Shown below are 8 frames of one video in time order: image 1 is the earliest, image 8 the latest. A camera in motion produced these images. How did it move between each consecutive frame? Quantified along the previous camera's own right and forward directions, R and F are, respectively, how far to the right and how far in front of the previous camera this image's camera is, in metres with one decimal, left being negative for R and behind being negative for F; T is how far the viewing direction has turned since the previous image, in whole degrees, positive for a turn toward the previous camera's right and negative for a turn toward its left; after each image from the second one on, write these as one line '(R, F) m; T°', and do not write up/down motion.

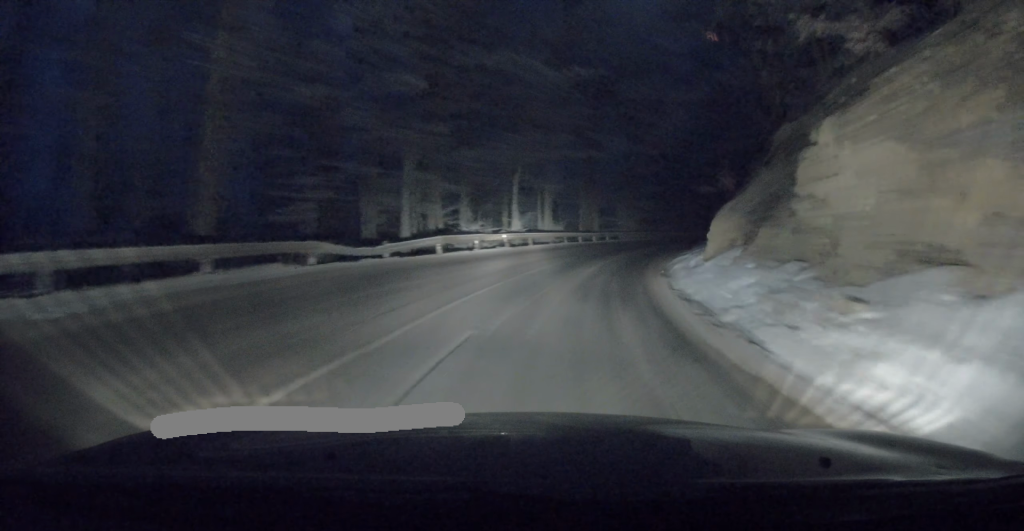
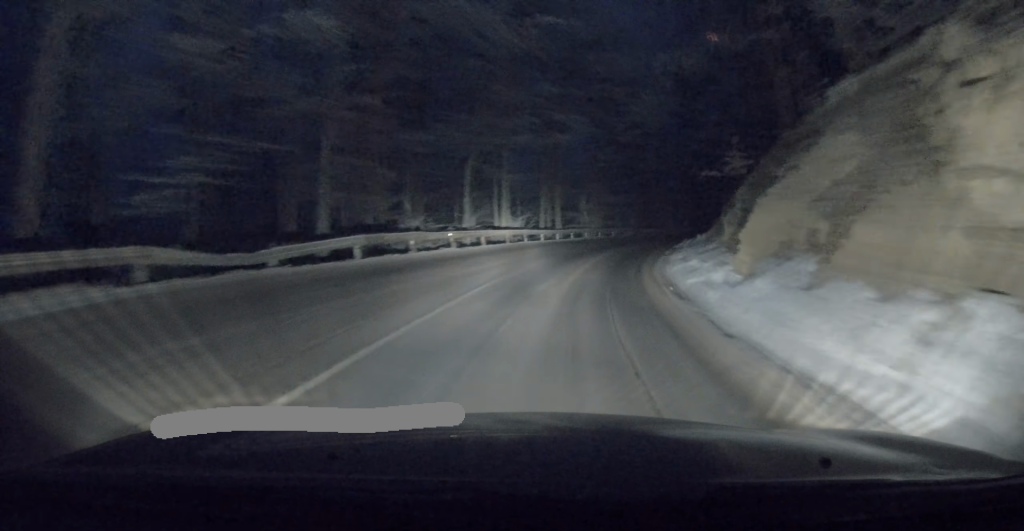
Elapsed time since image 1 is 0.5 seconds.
(+0.2, +5.5) m; +3°
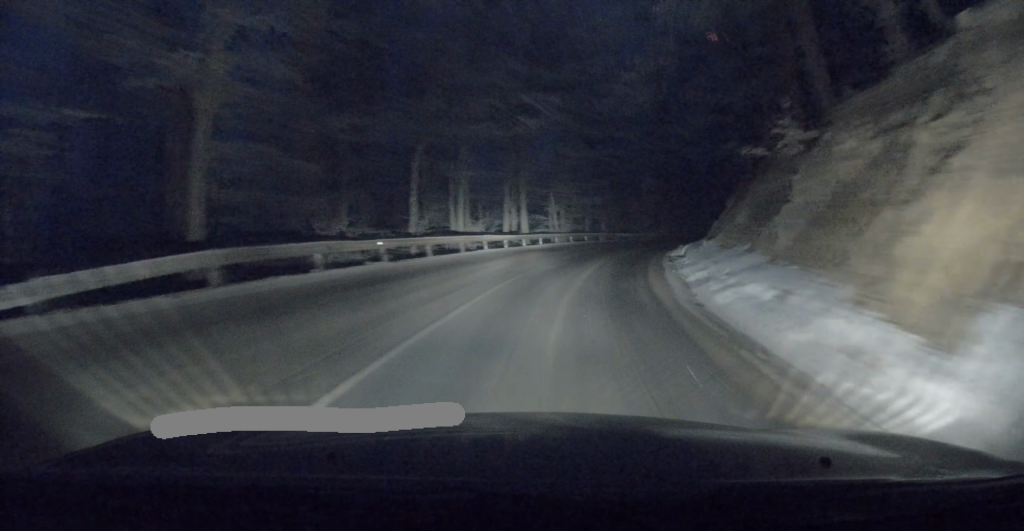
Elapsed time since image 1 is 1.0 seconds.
(+0.1, +6.0) m; +3°
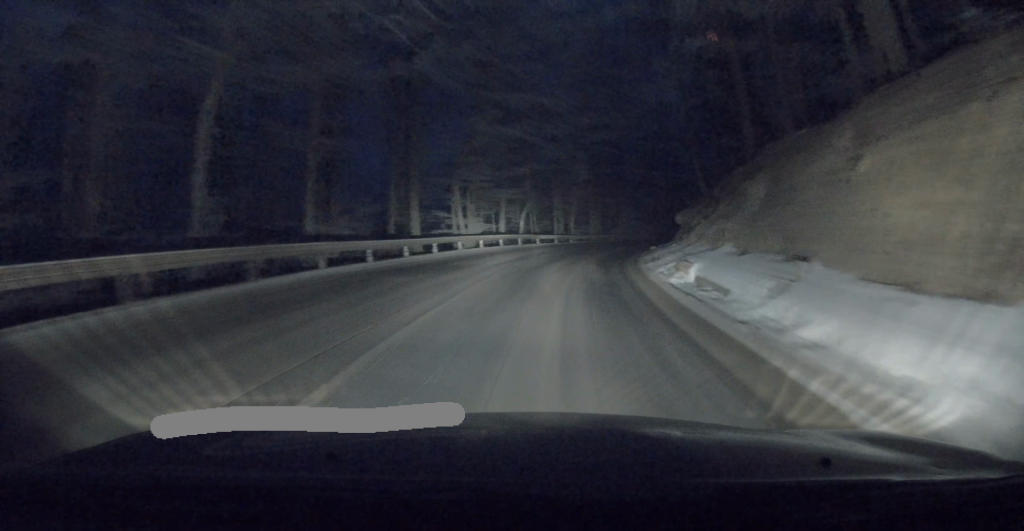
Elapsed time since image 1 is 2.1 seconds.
(+0.8, +12.7) m; +6°
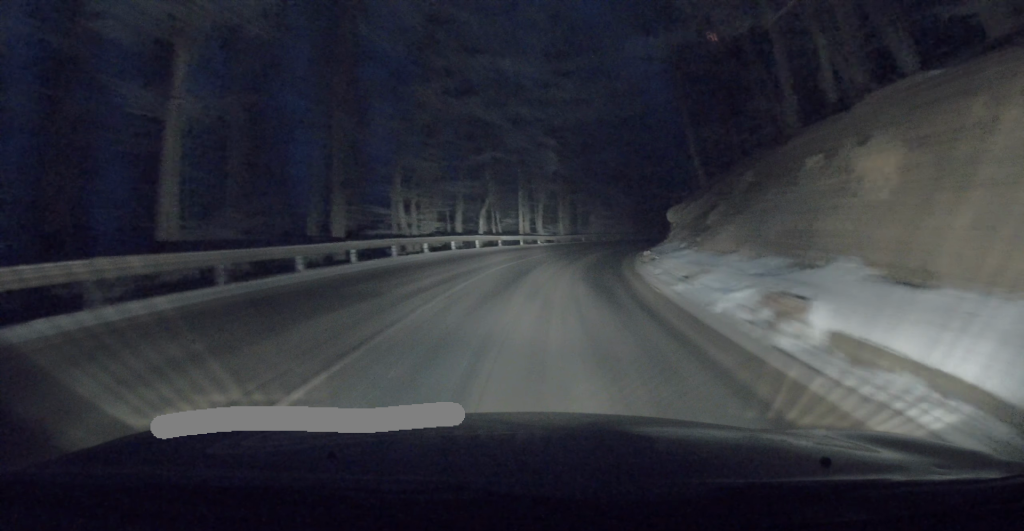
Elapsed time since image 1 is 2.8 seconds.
(+0.4, +7.6) m; +2°
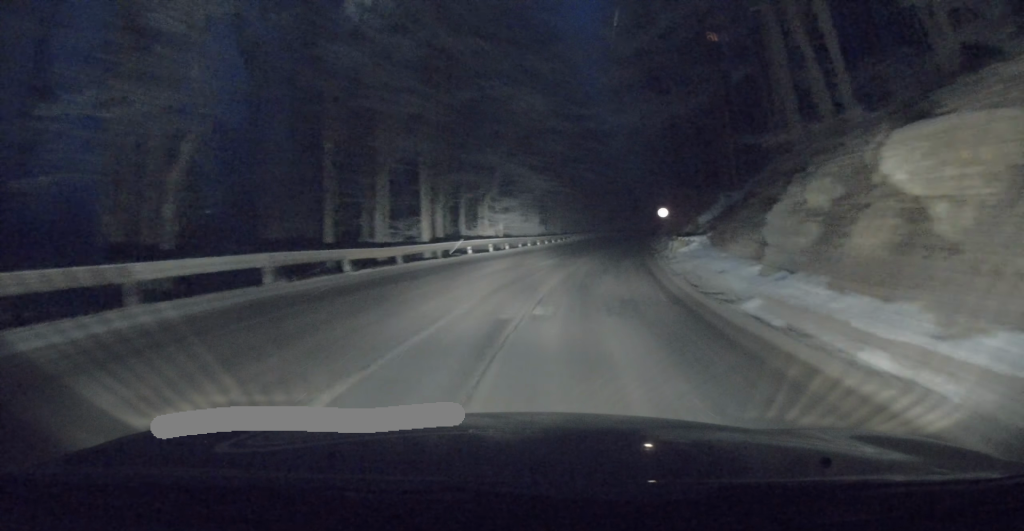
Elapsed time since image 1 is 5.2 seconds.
(+1.6, +29.2) m; +9°
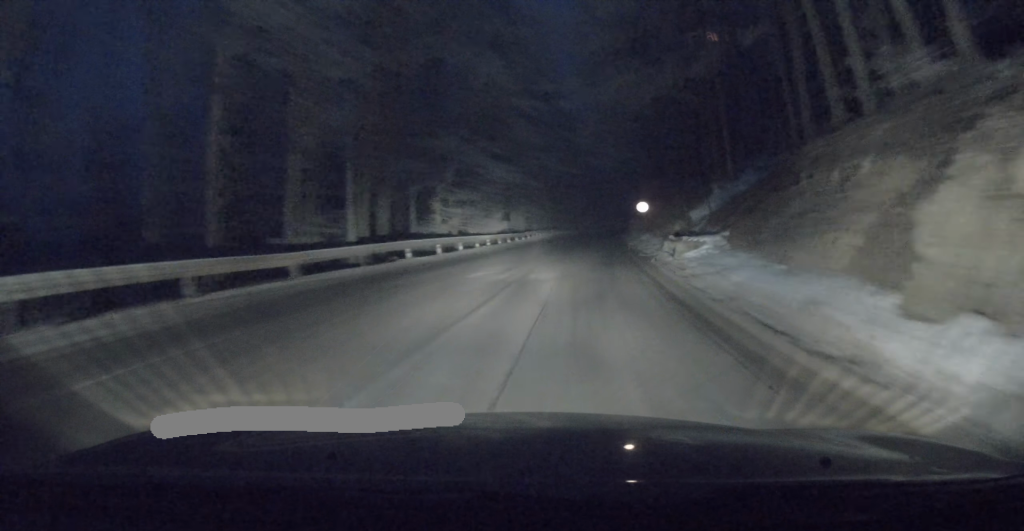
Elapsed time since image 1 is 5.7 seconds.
(0.0, +6.1) m; +3°
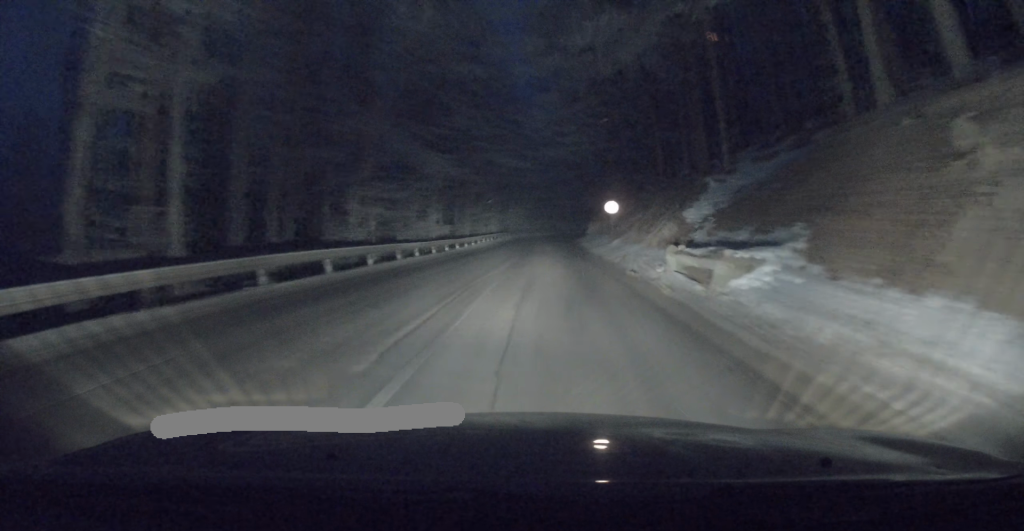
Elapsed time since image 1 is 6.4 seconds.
(+0.4, +7.8) m; +3°
